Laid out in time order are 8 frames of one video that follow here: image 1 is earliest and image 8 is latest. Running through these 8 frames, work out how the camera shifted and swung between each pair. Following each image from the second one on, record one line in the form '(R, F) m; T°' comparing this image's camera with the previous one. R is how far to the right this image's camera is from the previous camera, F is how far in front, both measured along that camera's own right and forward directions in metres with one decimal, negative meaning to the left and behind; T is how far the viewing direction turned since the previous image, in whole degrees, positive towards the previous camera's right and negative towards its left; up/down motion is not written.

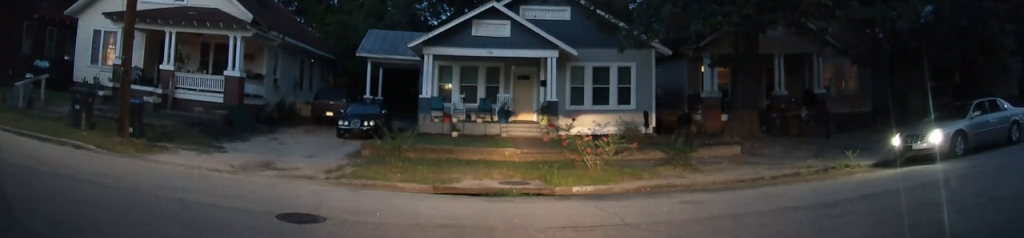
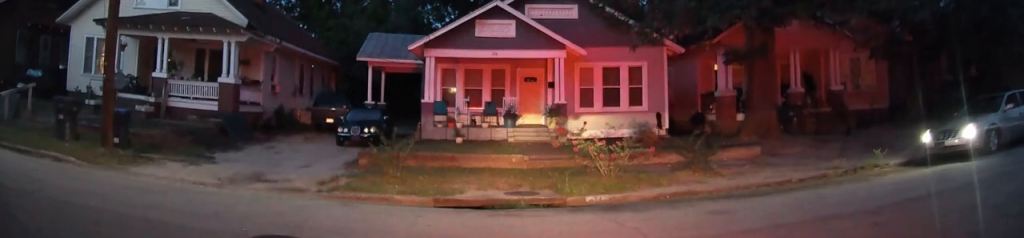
(+0.1, +0.3) m; 0°
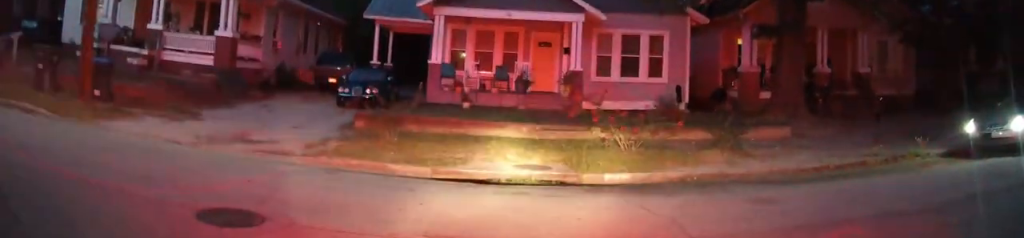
(-0.6, +0.6) m; 0°
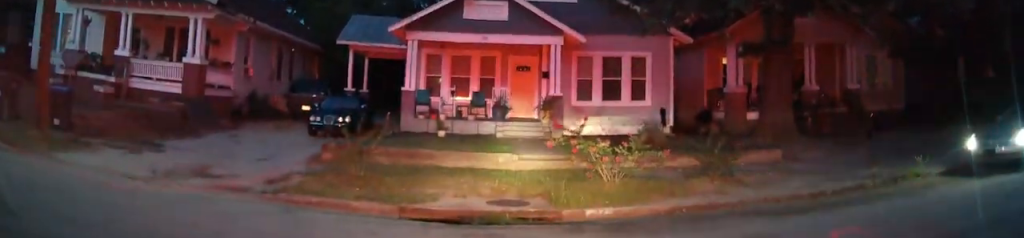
(-0.5, +0.8) m; 0°
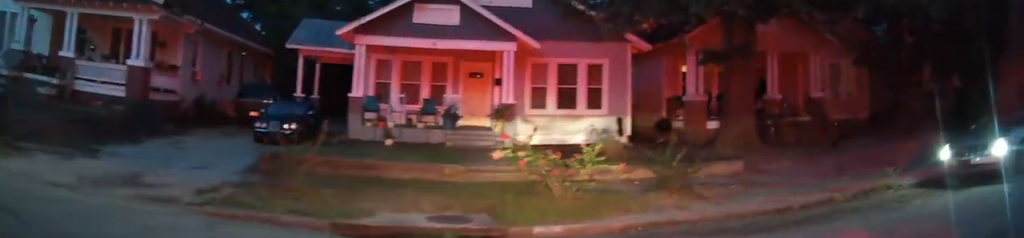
(-0.2, +0.7) m; 0°
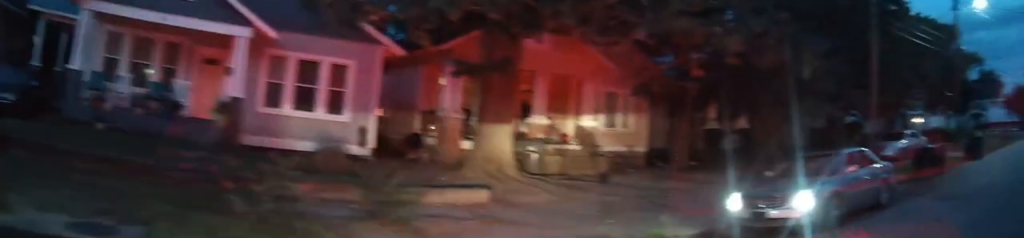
(-0.1, +2.1) m; +12°
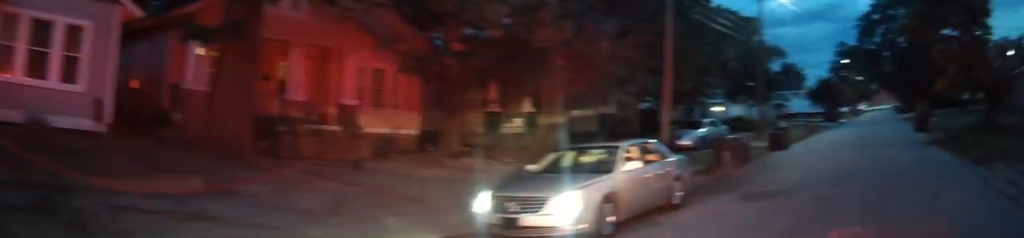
(+0.3, +1.7) m; +23°
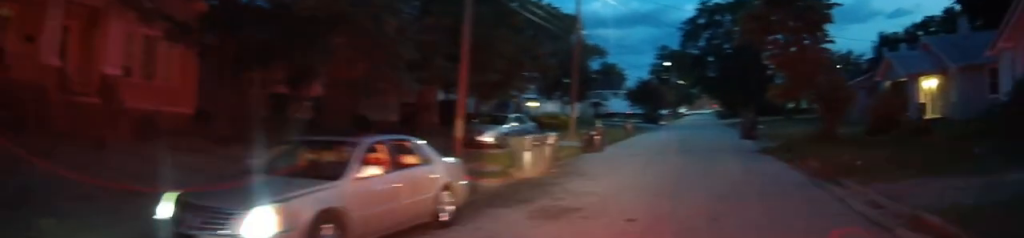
(+0.4, +2.1) m; +14°
